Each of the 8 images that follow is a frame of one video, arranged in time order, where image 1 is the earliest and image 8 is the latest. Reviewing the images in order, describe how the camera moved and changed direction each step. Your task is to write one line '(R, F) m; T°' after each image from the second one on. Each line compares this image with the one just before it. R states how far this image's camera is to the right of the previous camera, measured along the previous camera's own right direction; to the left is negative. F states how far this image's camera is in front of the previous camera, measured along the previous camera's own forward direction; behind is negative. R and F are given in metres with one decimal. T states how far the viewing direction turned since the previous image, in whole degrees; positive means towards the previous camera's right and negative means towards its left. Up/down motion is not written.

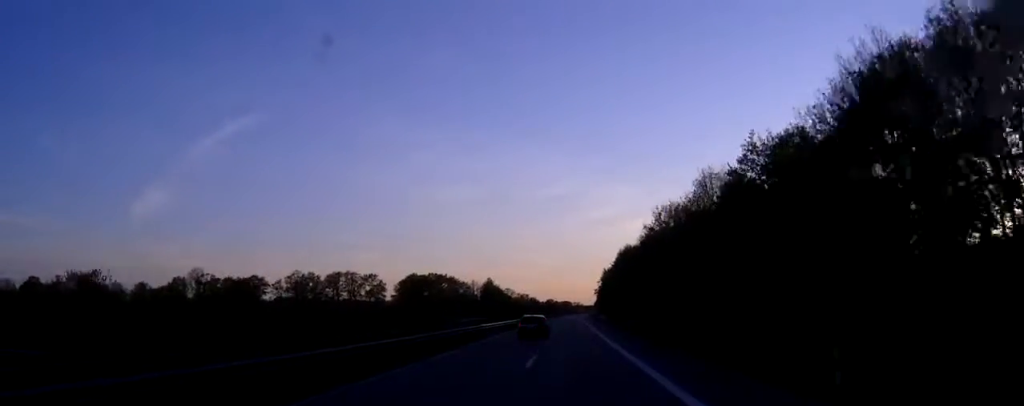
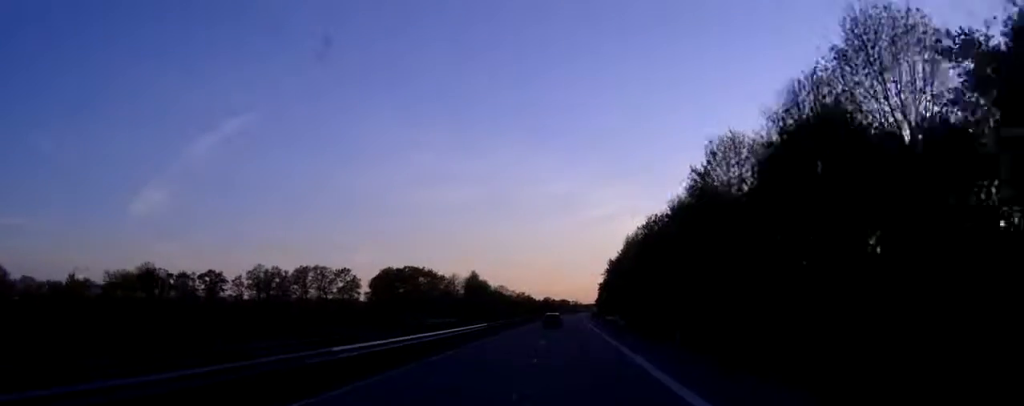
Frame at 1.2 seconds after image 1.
(0.0, +33.0) m; 0°
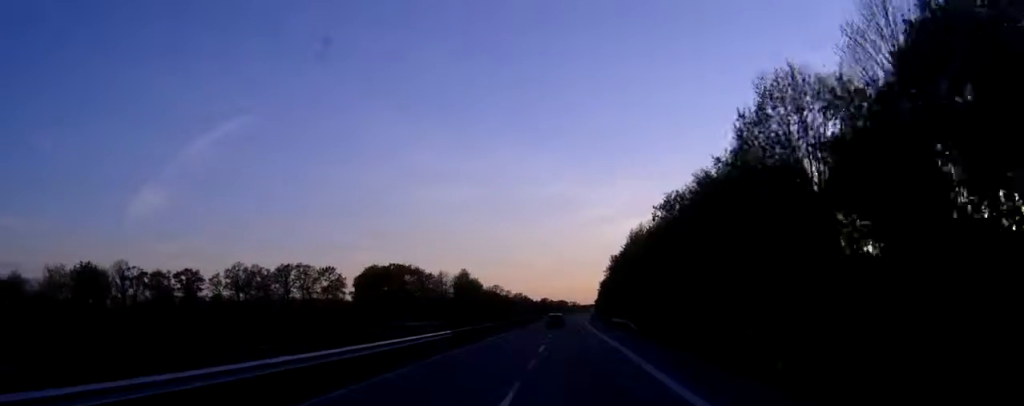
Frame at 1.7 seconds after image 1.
(0.0, +15.1) m; 0°
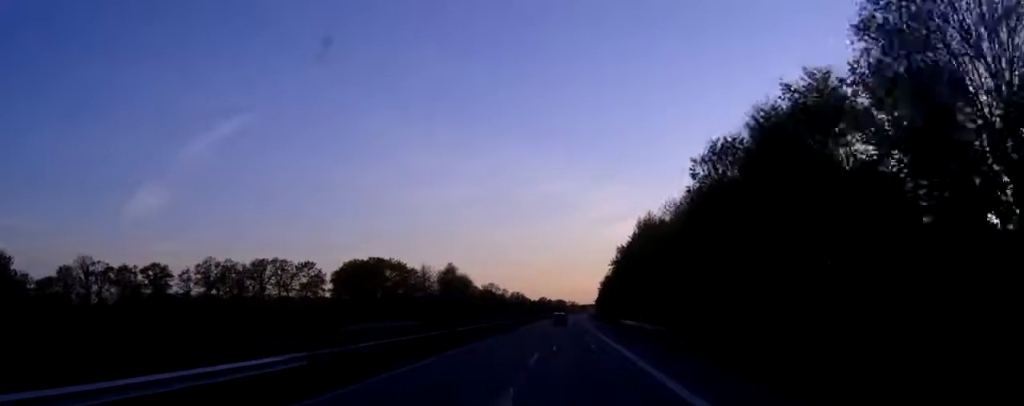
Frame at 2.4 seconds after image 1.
(0.0, +19.0) m; 0°
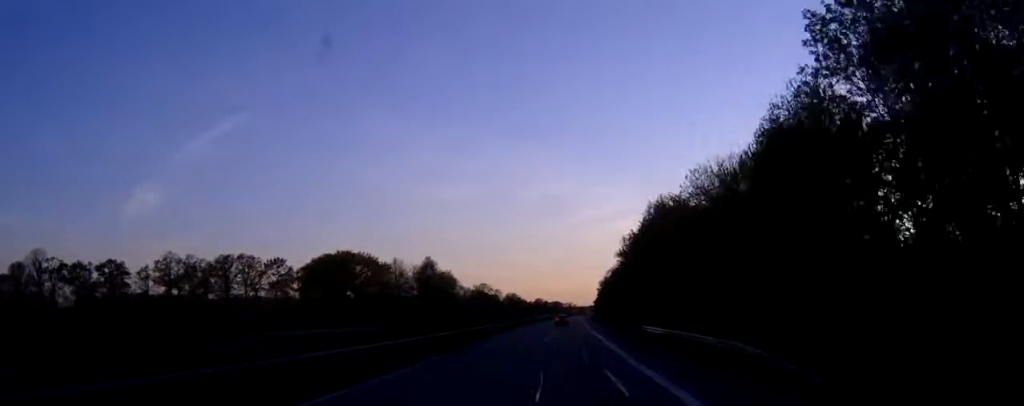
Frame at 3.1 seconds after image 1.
(0.0, +21.8) m; 0°
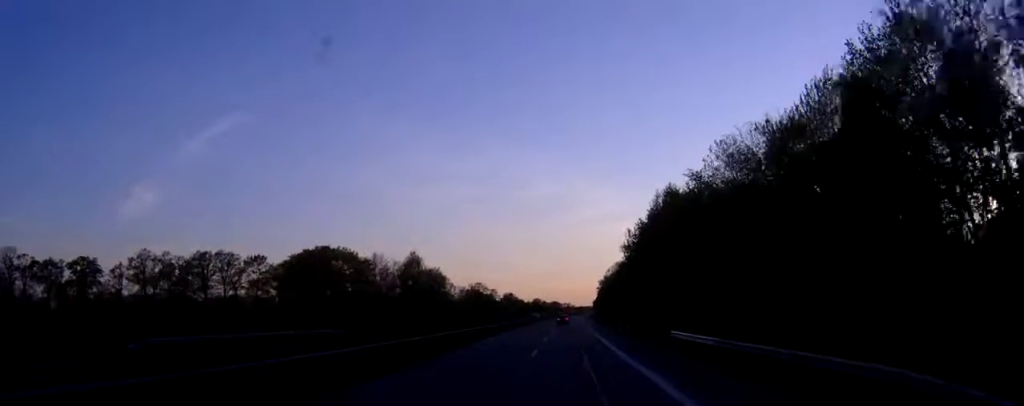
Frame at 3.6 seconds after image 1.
(0.0, +12.4) m; 0°
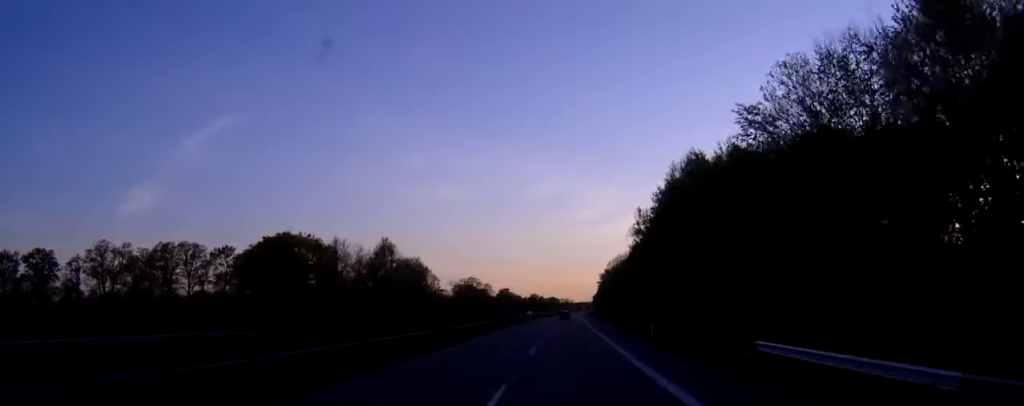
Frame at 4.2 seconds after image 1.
(0.0, +18.1) m; 0°
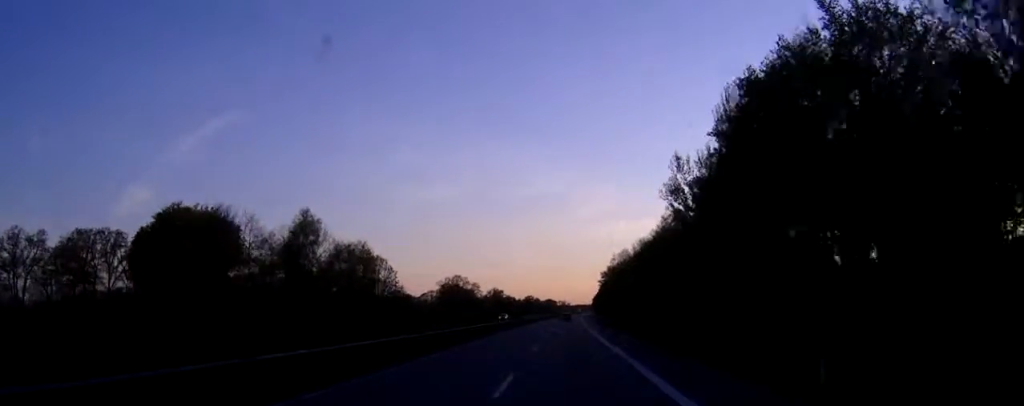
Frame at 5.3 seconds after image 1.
(+0.1, +32.4) m; 0°
